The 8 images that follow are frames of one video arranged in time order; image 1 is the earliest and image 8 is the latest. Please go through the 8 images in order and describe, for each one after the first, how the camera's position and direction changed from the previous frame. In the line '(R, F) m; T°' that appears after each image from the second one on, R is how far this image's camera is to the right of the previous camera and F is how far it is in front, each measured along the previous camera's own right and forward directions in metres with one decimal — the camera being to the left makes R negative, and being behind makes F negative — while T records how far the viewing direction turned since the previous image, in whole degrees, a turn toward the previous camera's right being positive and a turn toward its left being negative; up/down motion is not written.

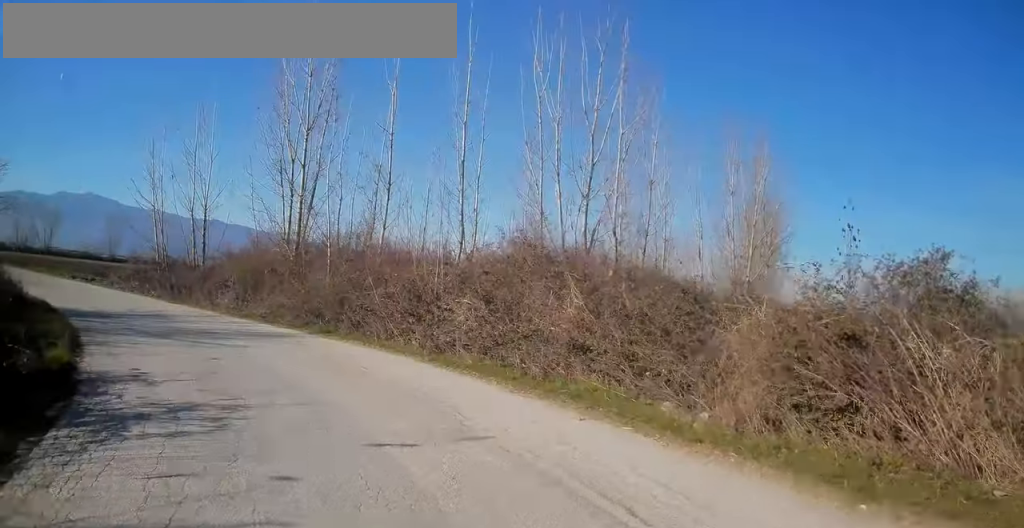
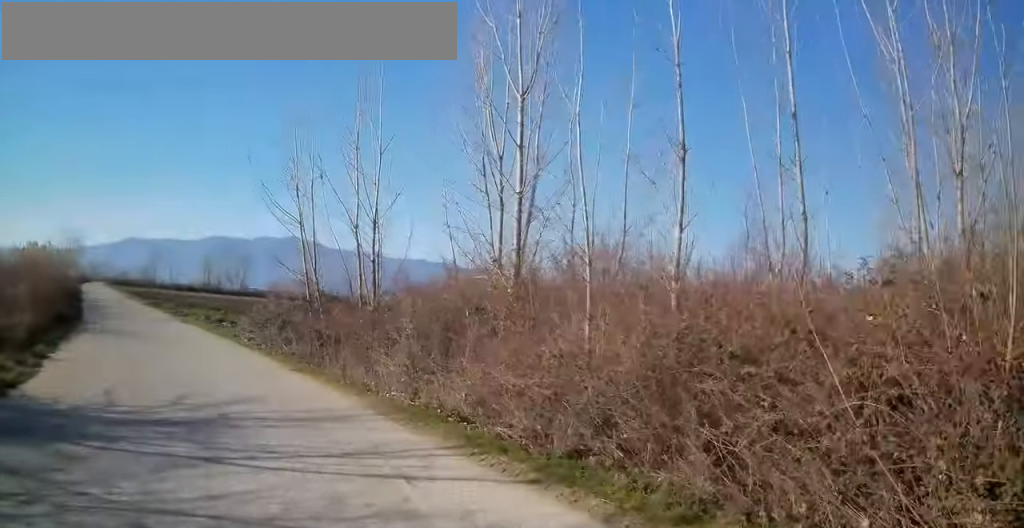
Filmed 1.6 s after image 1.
(-2.1, +9.4) m; -2°
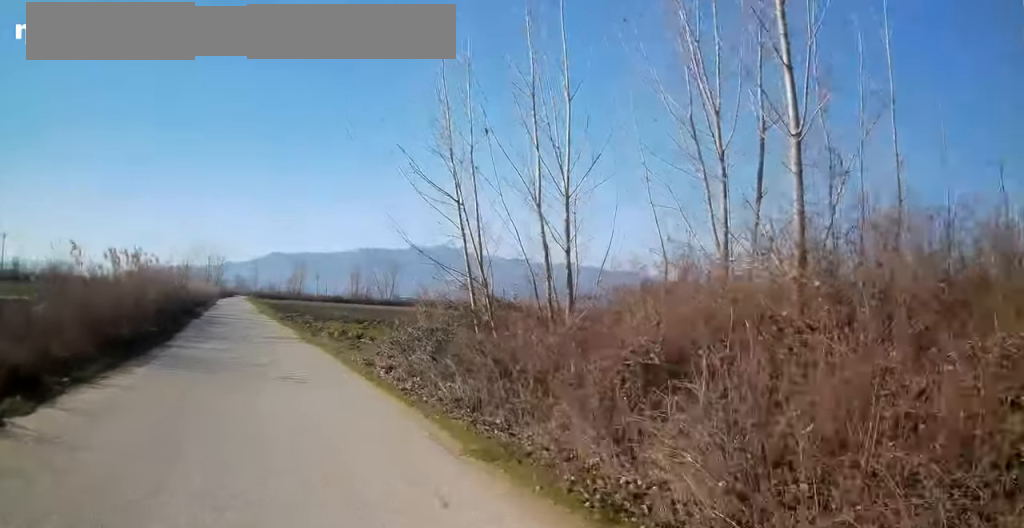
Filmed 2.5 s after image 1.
(+1.6, +4.5) m; -3°
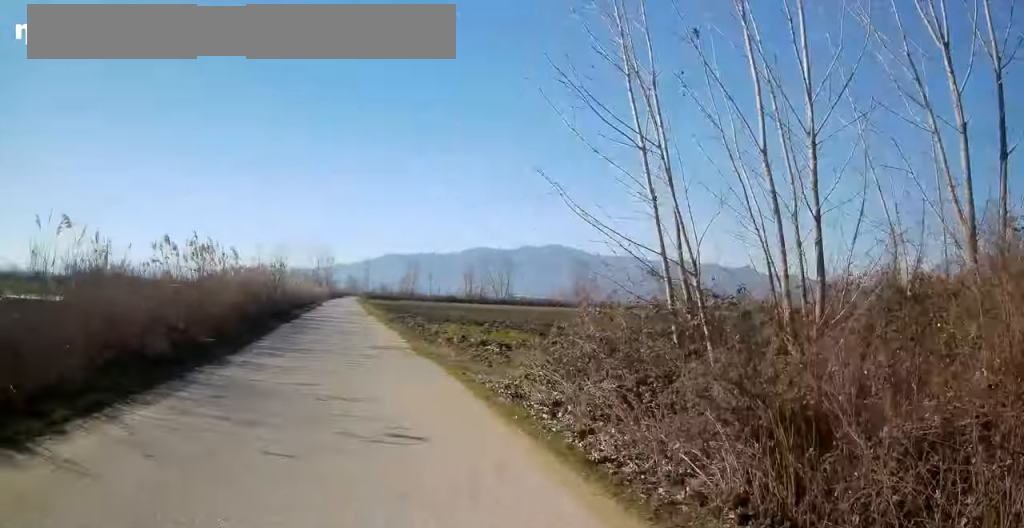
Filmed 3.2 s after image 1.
(-1.2, +4.7) m; -20°
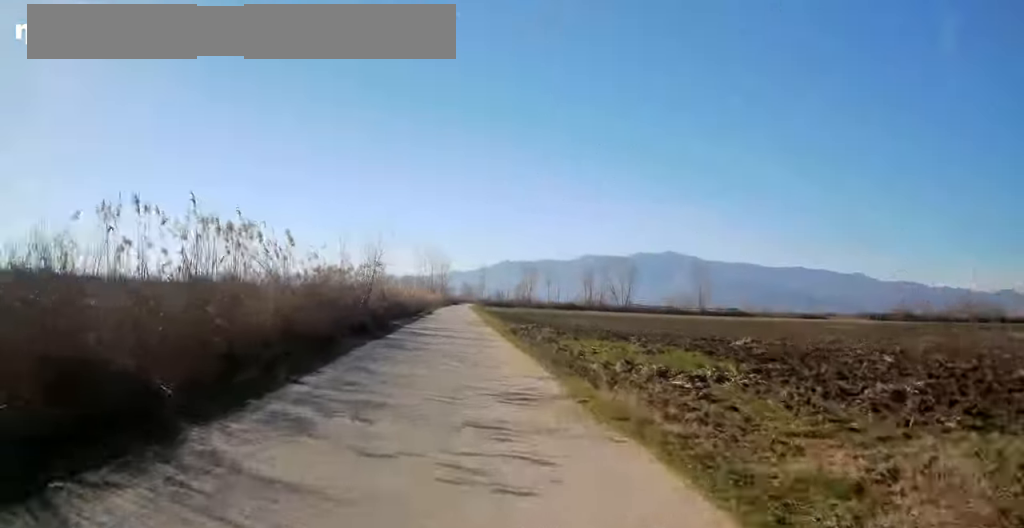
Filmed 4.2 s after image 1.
(-1.3, +8.0) m; -14°
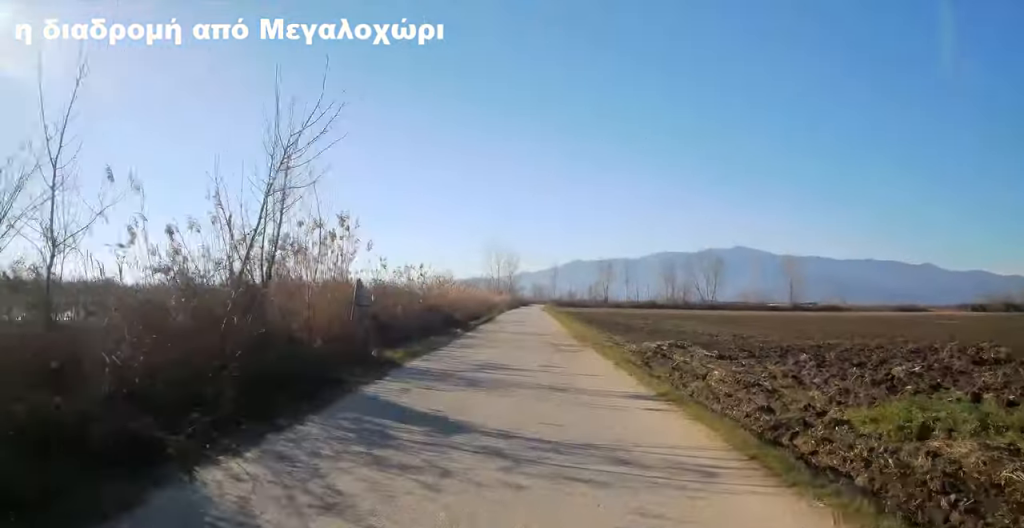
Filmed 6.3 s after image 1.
(-1.8, +19.3) m; -7°
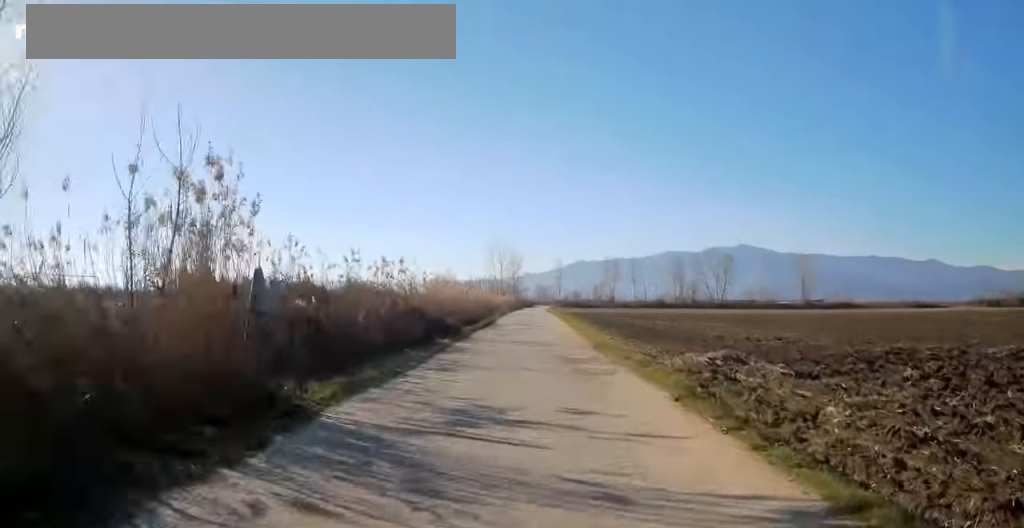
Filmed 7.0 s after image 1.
(-0.1, +6.4) m; -1°
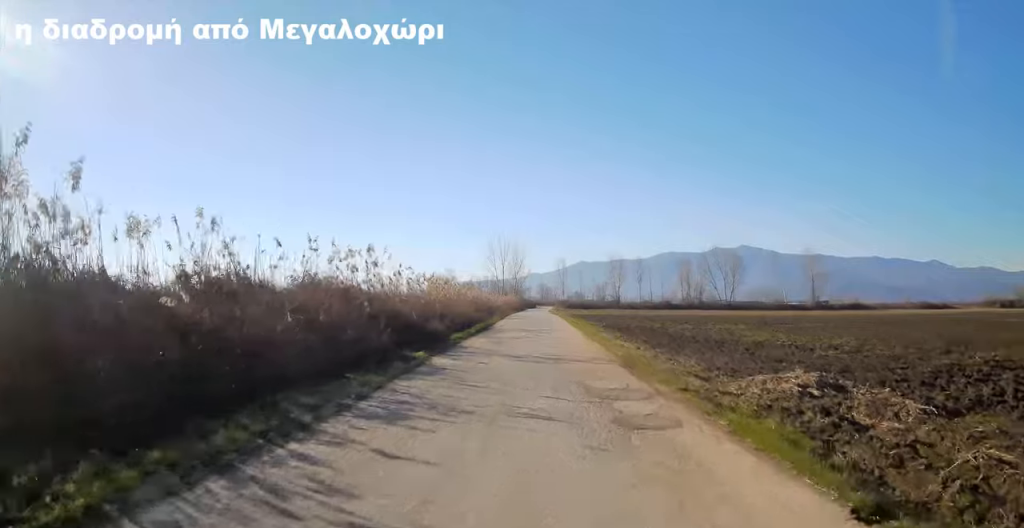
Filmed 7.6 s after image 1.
(0.0, +6.2) m; 0°
